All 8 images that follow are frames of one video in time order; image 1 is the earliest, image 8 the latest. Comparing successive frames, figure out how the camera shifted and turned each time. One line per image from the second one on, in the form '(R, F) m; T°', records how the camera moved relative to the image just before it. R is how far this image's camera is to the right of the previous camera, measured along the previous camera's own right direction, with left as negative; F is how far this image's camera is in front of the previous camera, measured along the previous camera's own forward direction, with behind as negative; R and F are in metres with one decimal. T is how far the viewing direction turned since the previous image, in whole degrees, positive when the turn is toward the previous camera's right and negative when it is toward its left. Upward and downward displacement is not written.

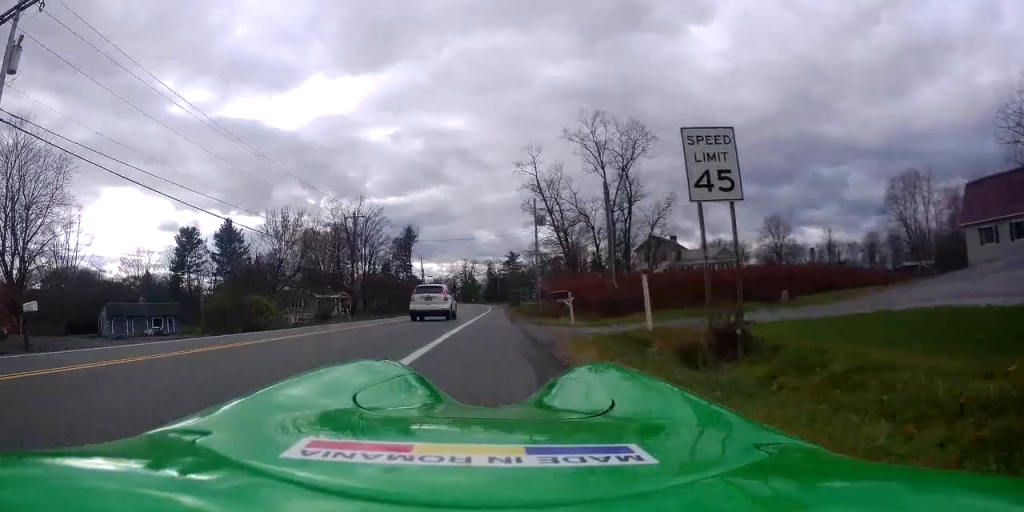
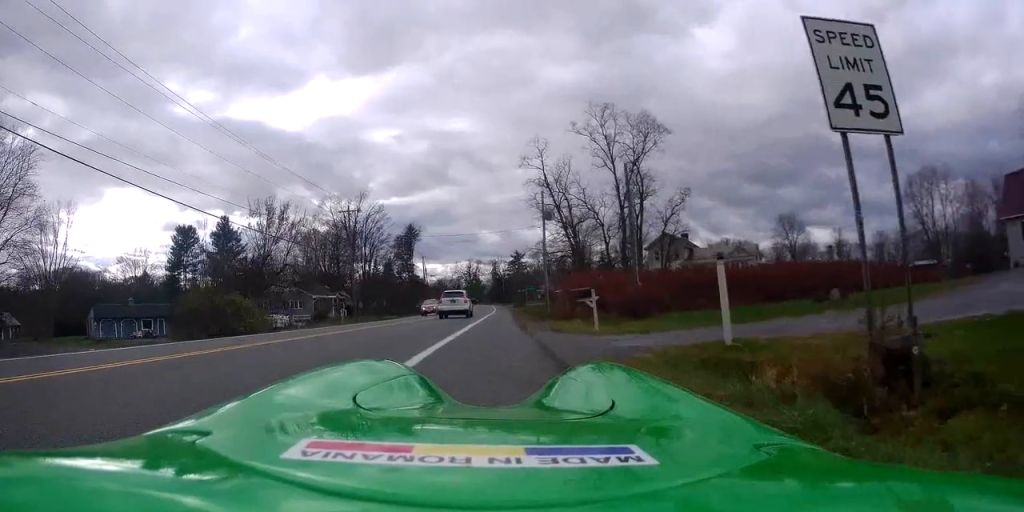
(+0.1, +4.3) m; +2°
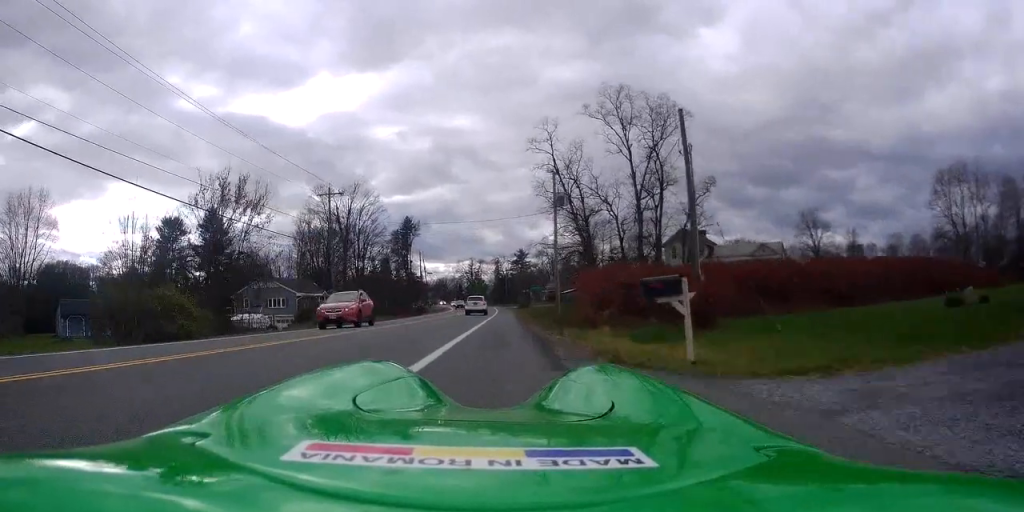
(+0.3, +7.9) m; +4°
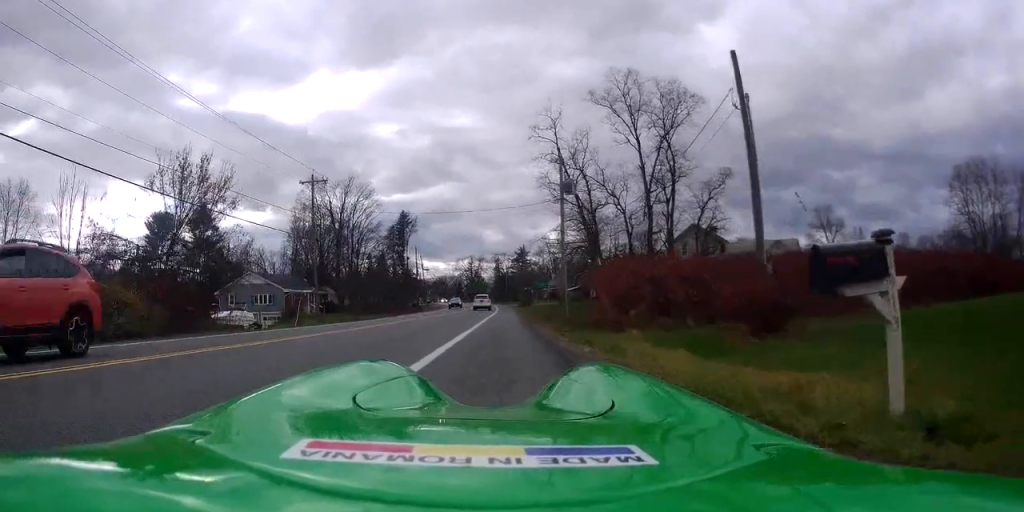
(+0.1, +4.9) m; -1°
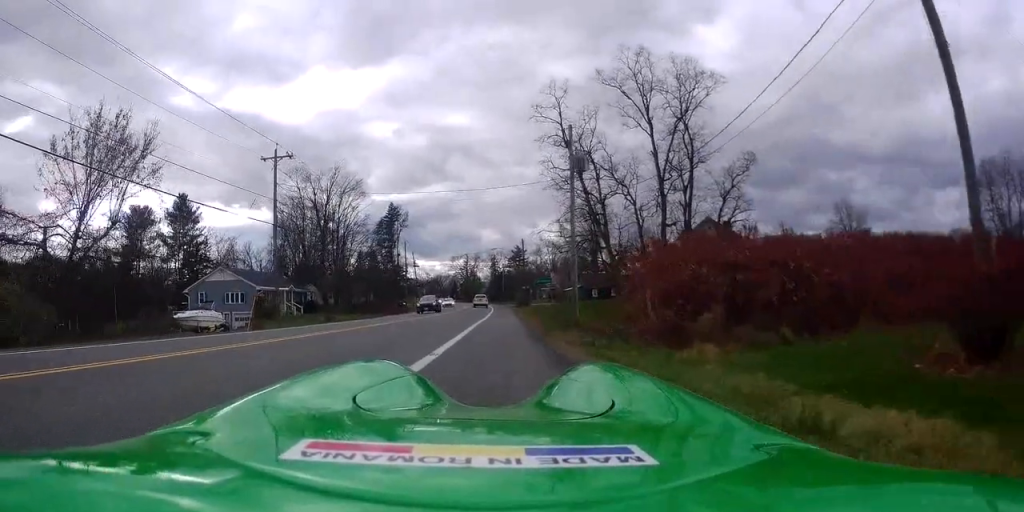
(-0.2, +7.7) m; -3°
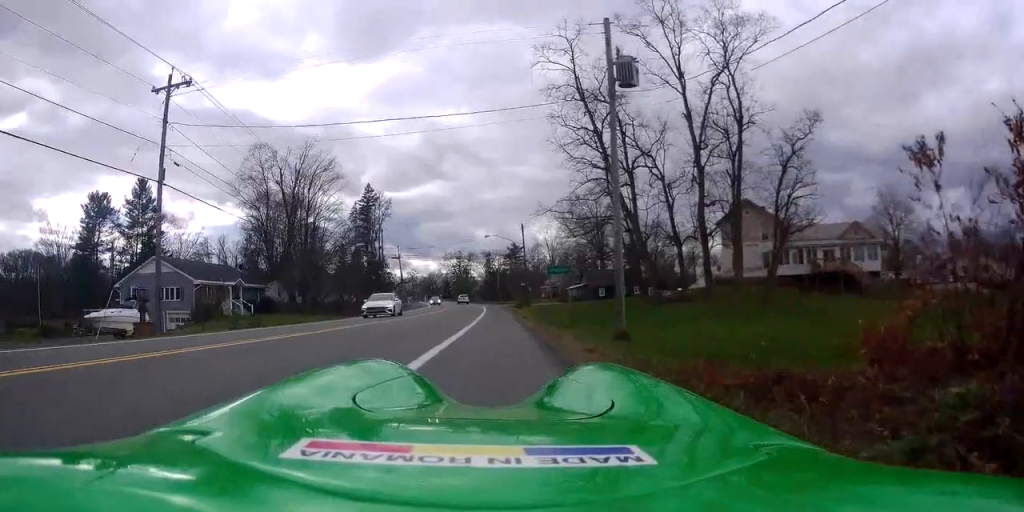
(-0.6, +14.1) m; -2°
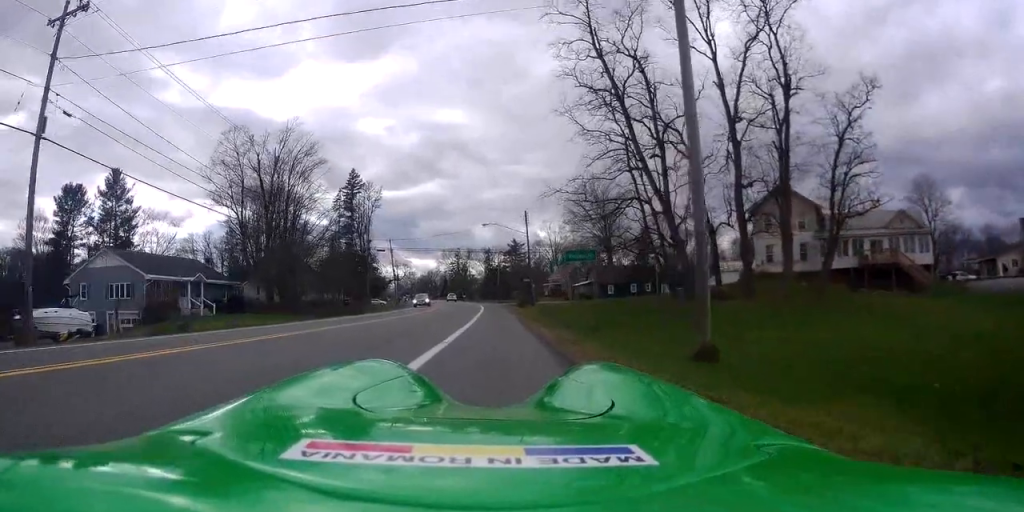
(+0.2, +8.3) m; +2°
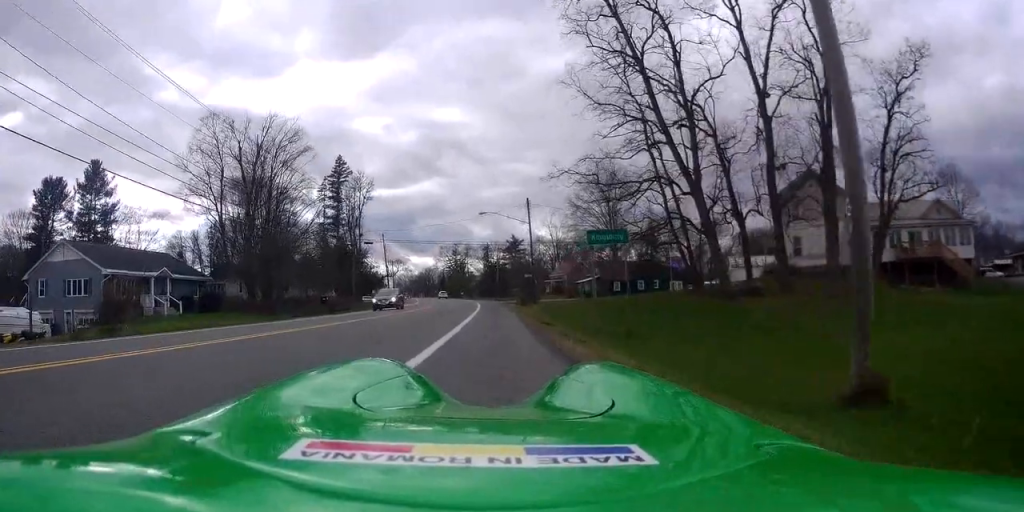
(0.0, +5.6) m; +1°
